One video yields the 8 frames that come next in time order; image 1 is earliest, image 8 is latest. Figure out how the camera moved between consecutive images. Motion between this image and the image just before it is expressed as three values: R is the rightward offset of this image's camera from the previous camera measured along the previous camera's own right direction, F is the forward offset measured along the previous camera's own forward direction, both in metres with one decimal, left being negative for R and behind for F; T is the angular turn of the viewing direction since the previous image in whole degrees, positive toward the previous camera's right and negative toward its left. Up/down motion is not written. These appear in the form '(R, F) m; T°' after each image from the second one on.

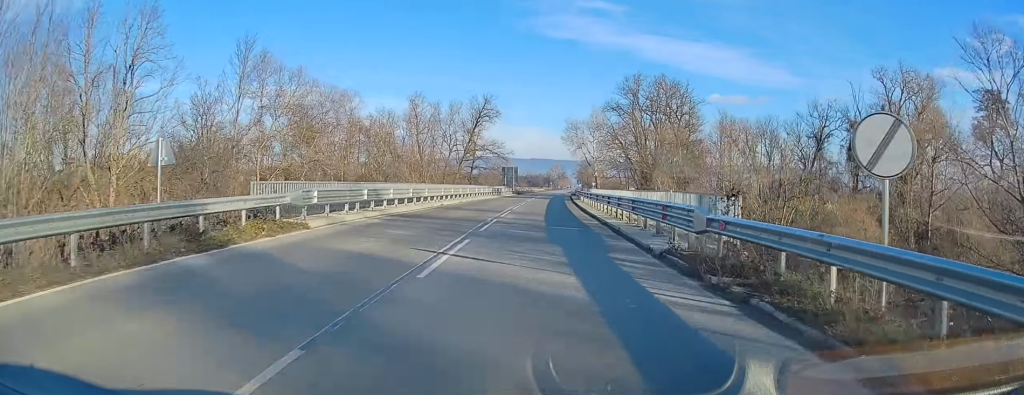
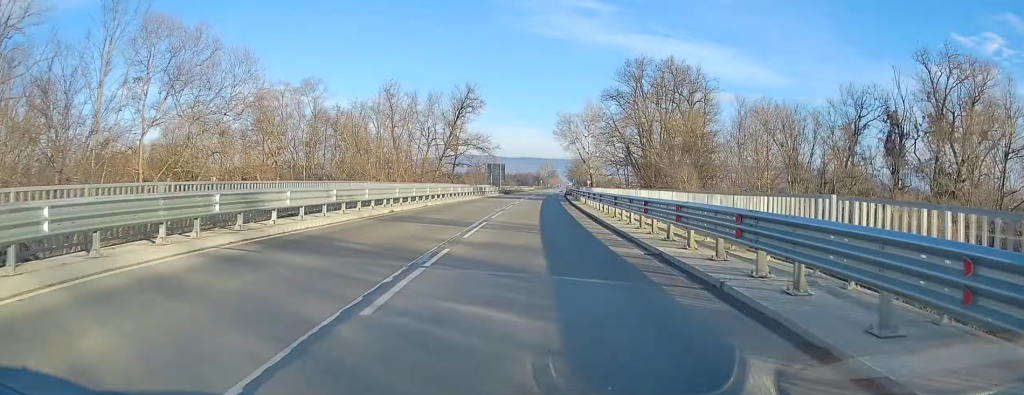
(+0.1, +11.4) m; +1°
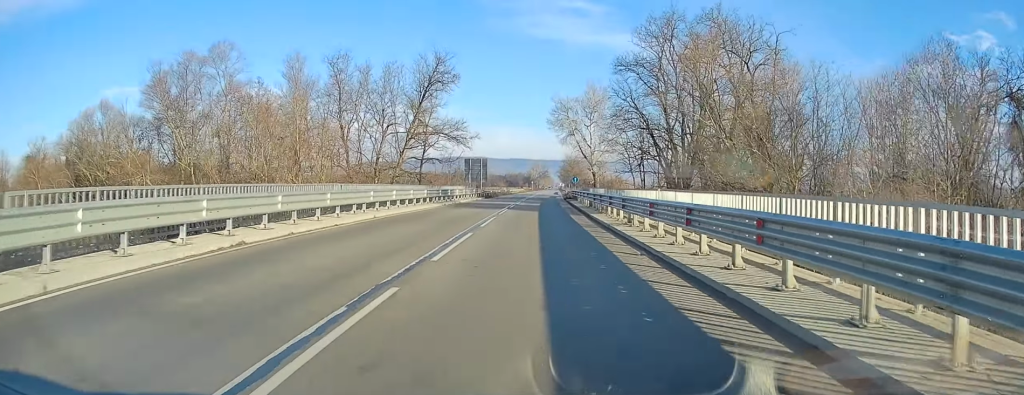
(+0.3, +22.0) m; +1°
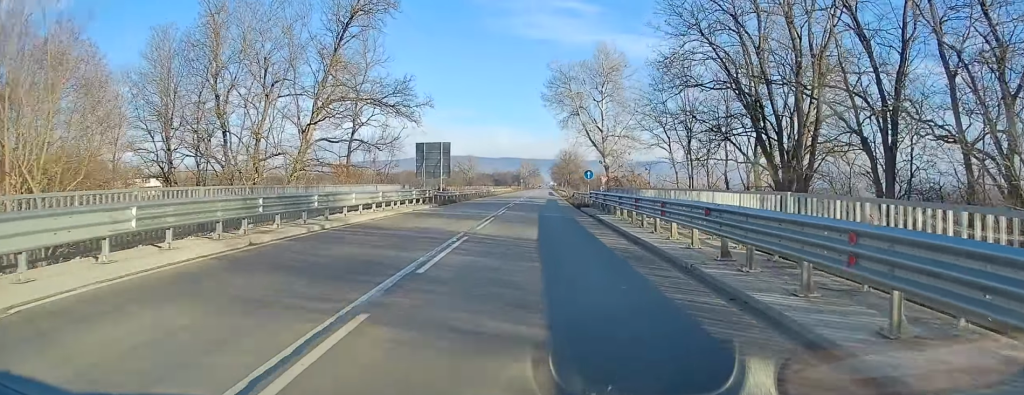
(+0.3, +28.2) m; +1°
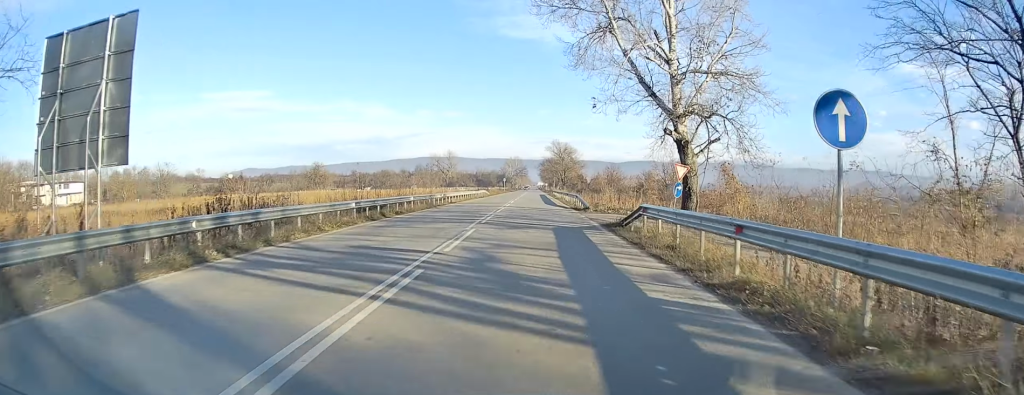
(+0.4, +41.2) m; +1°
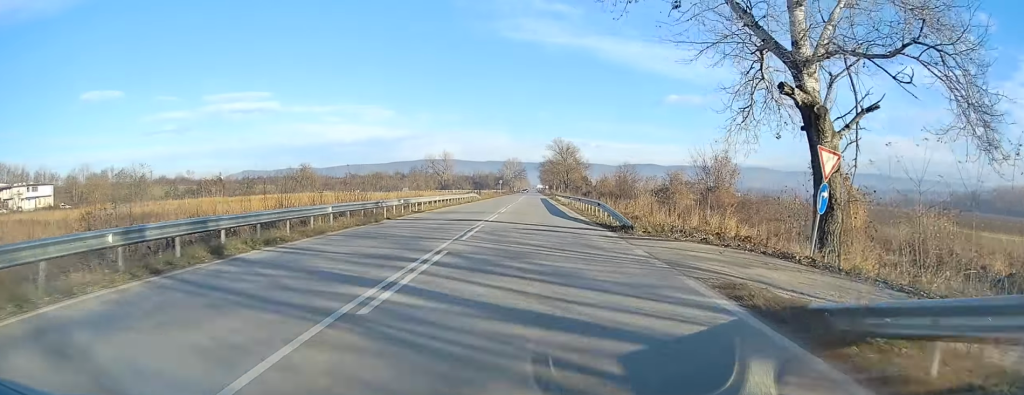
(+0.1, +15.0) m; 0°
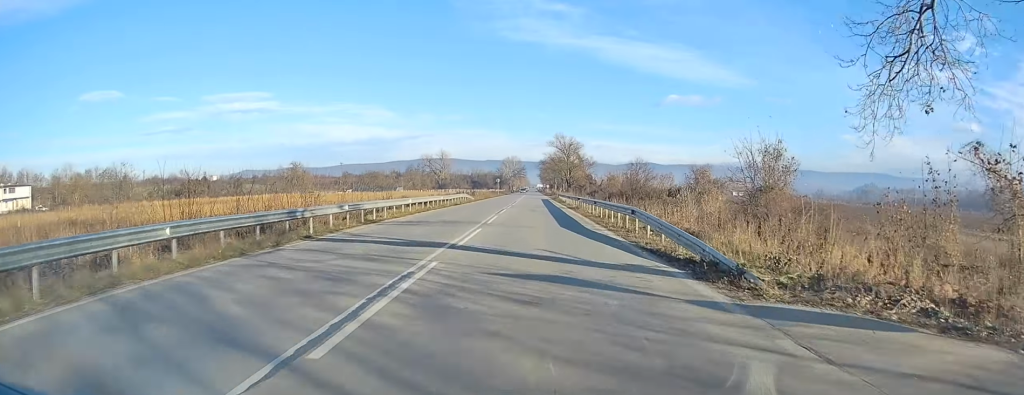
(0.0, +10.2) m; 0°
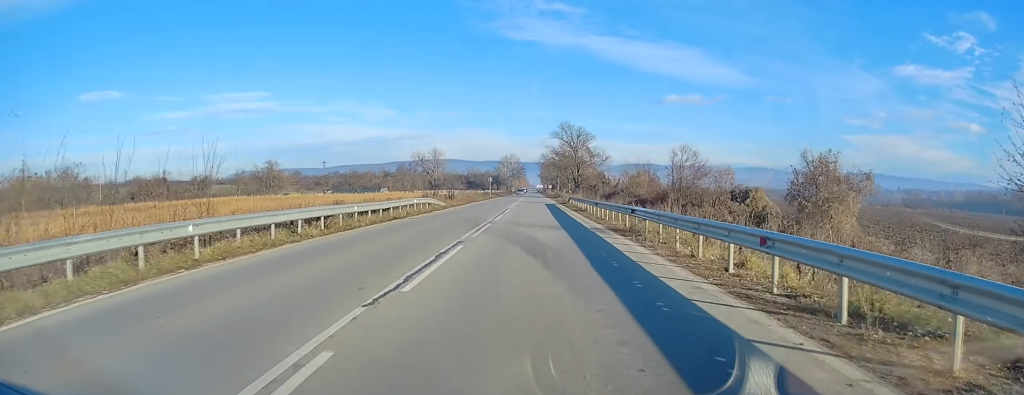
(0.0, +23.3) m; 0°
